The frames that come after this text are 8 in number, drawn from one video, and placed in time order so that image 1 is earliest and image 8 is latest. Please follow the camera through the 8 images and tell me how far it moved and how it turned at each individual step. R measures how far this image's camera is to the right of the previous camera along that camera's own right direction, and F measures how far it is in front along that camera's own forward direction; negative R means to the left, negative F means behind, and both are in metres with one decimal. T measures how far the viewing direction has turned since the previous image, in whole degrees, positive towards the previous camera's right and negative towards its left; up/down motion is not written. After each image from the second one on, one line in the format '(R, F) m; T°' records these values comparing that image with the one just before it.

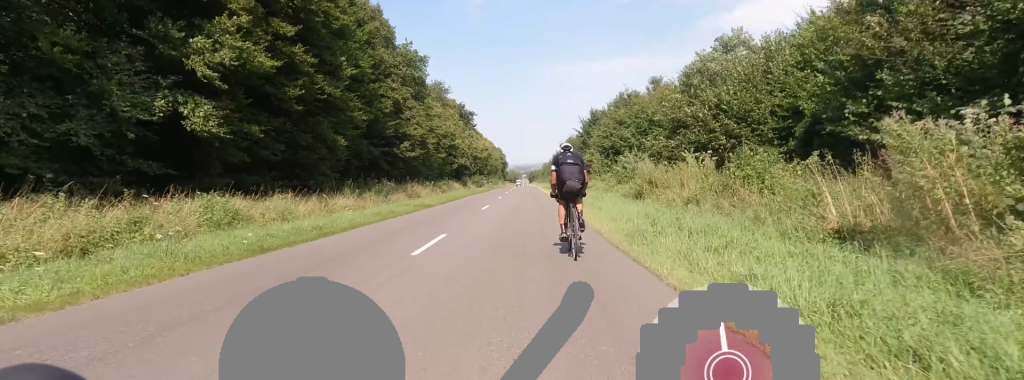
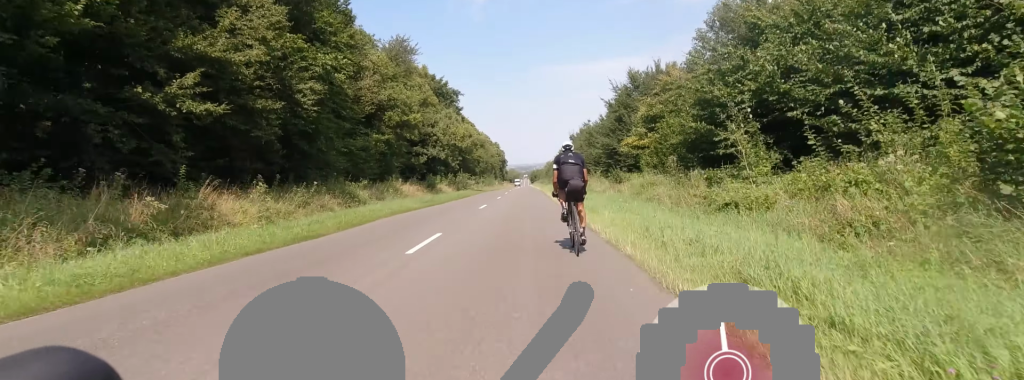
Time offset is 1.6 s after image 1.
(-0.5, +25.1) m; -1°
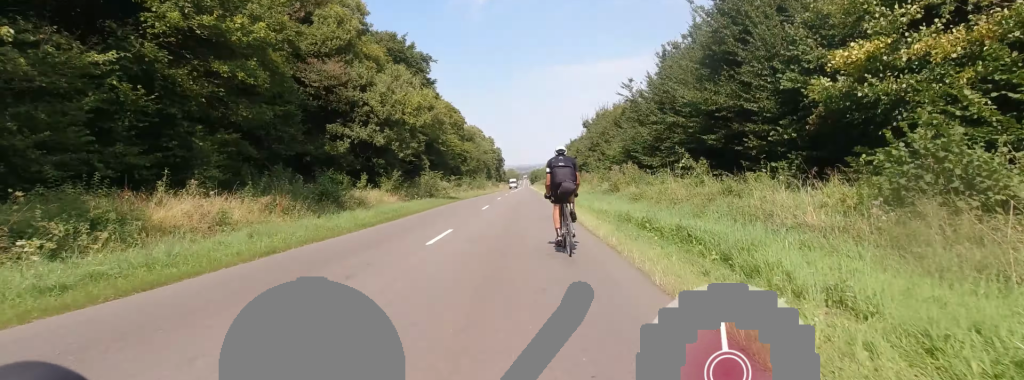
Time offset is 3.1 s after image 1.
(-0.4, +24.2) m; 0°
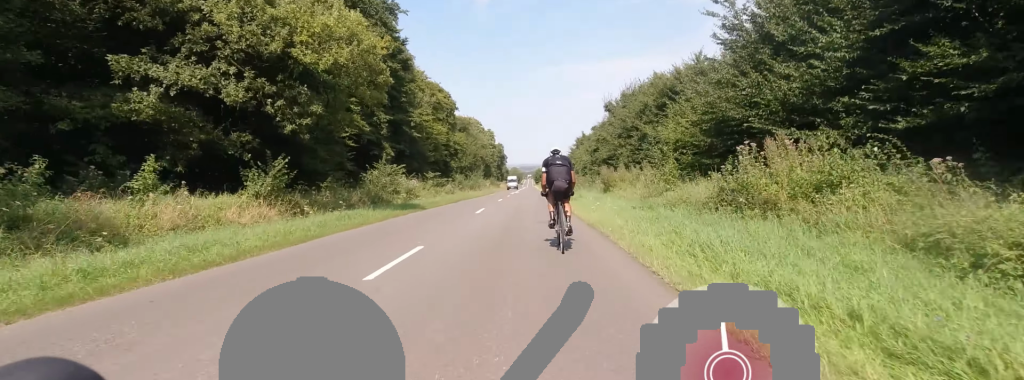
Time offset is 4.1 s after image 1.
(+0.8, +16.5) m; 0°
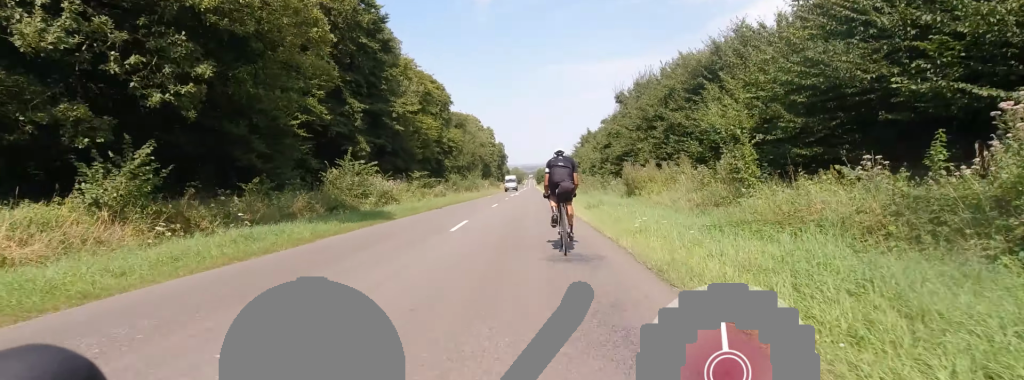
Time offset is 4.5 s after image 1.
(-0.3, +6.2) m; 0°
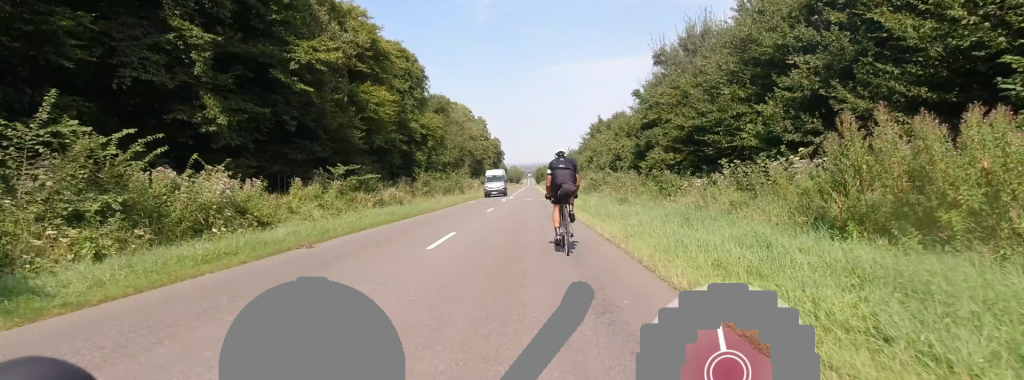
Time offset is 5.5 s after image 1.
(-0.1, +15.4) m; +1°
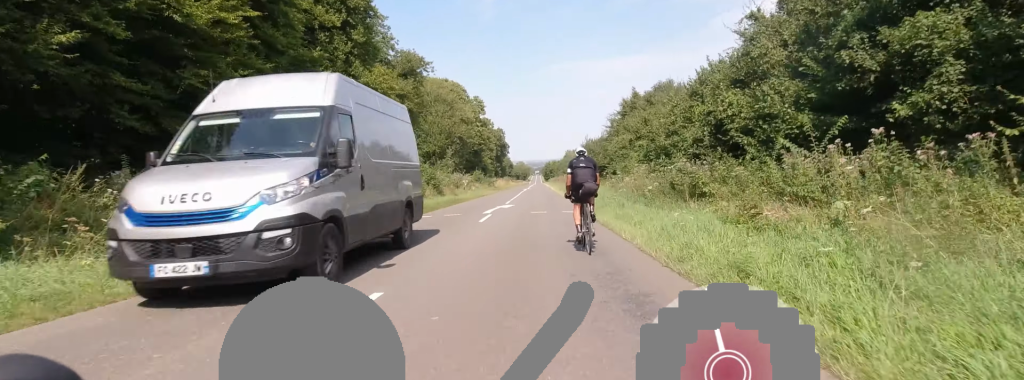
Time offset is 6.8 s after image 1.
(+0.6, +18.4) m; +2°
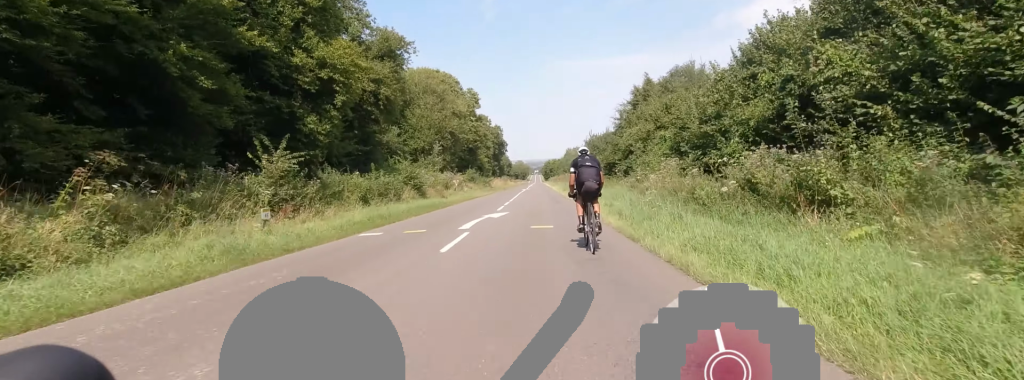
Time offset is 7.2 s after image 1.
(0.0, +5.9) m; 0°
